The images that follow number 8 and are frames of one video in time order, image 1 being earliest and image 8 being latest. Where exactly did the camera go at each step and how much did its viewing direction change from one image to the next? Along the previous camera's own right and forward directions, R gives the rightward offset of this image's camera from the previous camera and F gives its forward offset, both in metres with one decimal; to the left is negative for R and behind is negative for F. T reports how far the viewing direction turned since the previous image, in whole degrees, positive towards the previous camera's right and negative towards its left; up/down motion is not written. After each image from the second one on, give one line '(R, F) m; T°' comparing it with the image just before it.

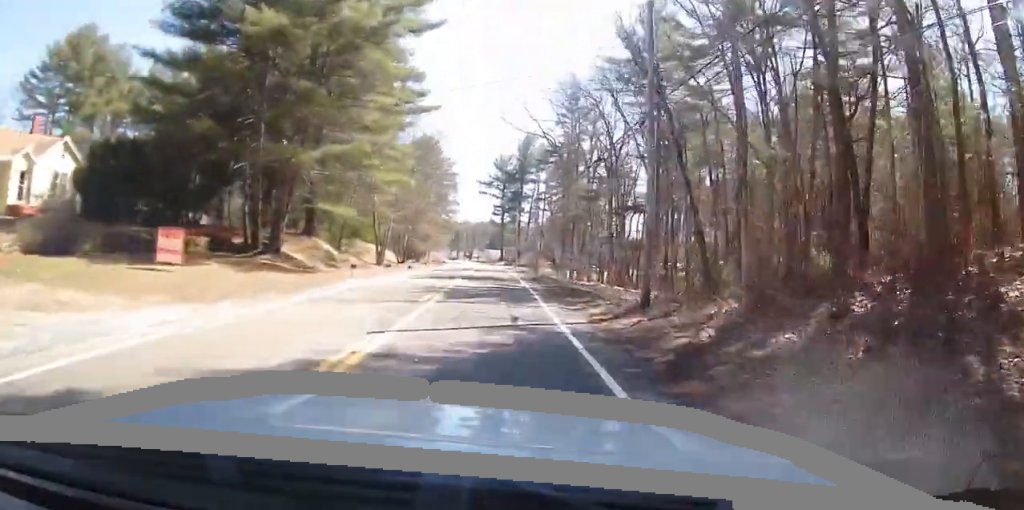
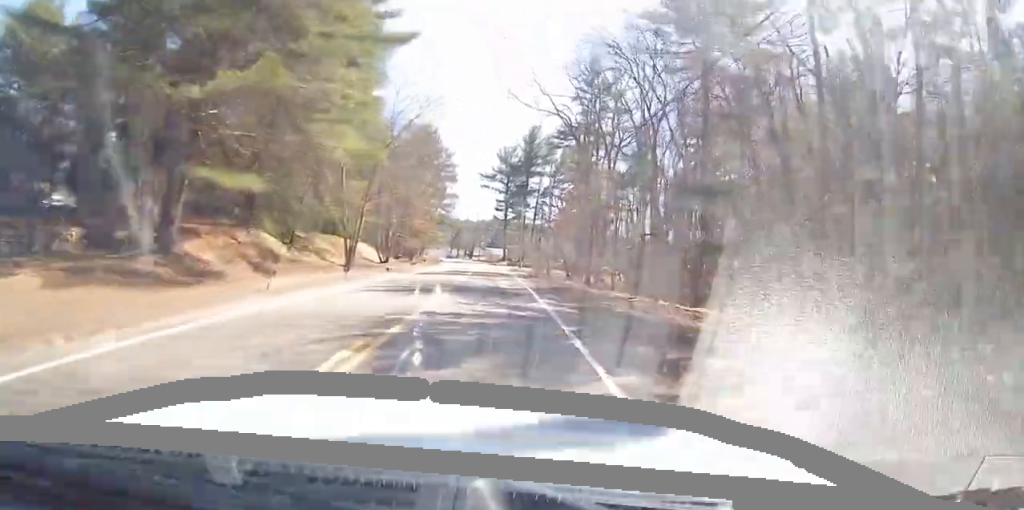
(0.0, +11.3) m; 0°
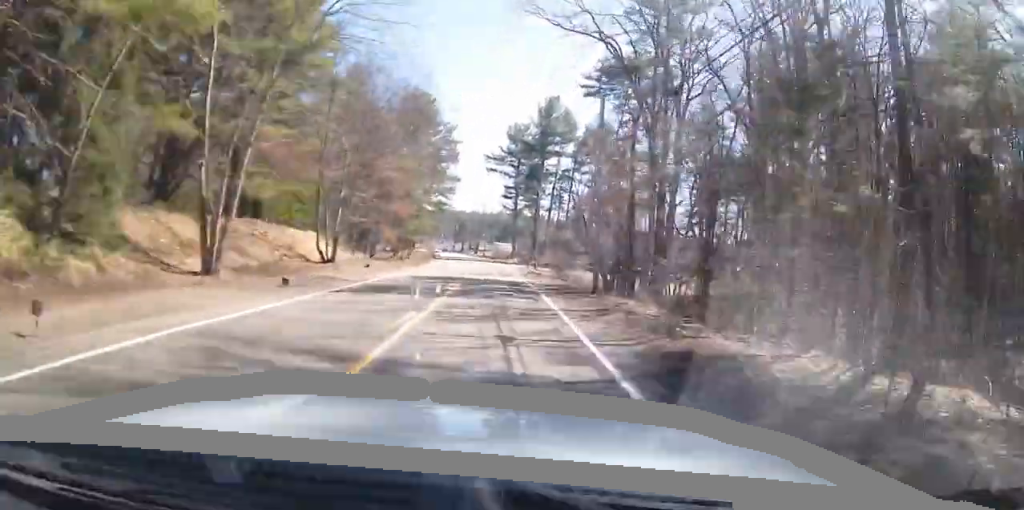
(+0.1, +21.0) m; +2°
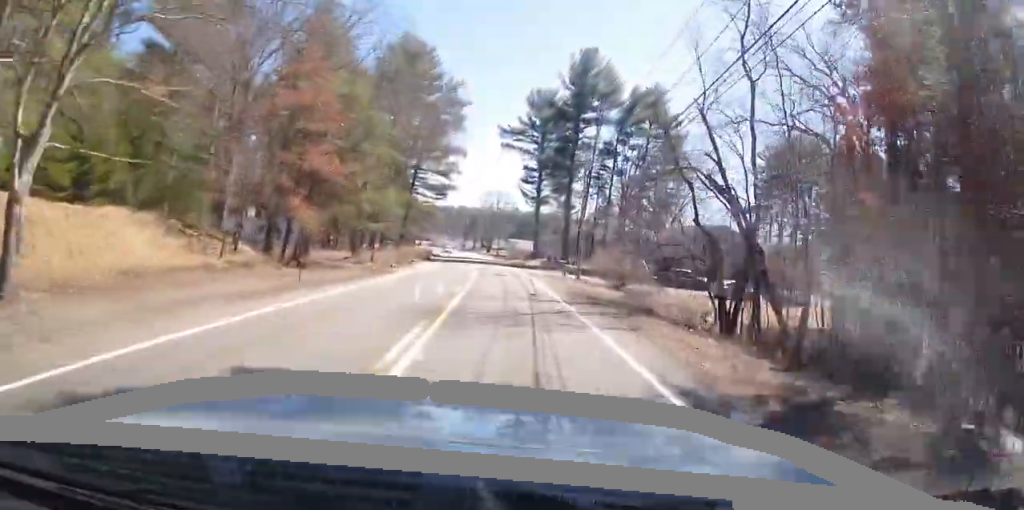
(+0.6, +26.5) m; 0°
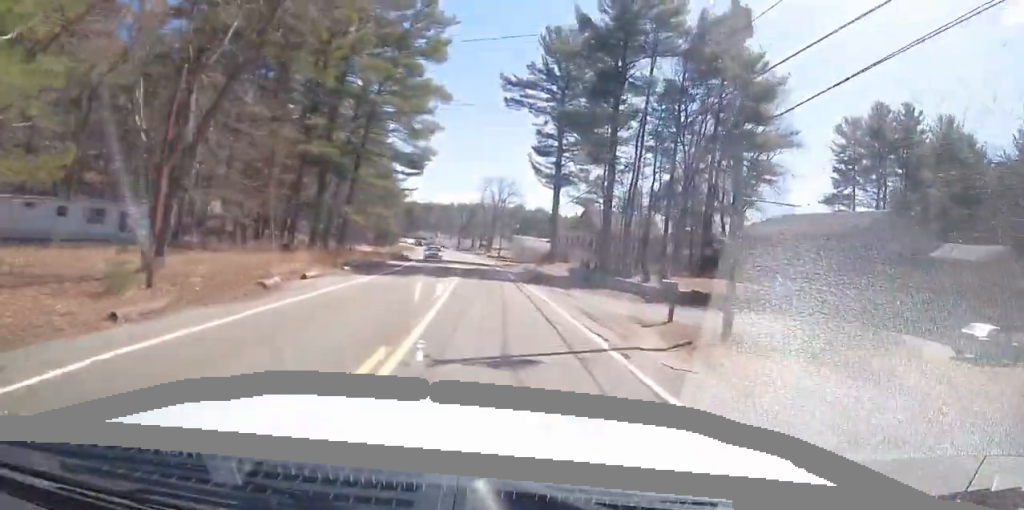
(-0.8, +28.2) m; -3°
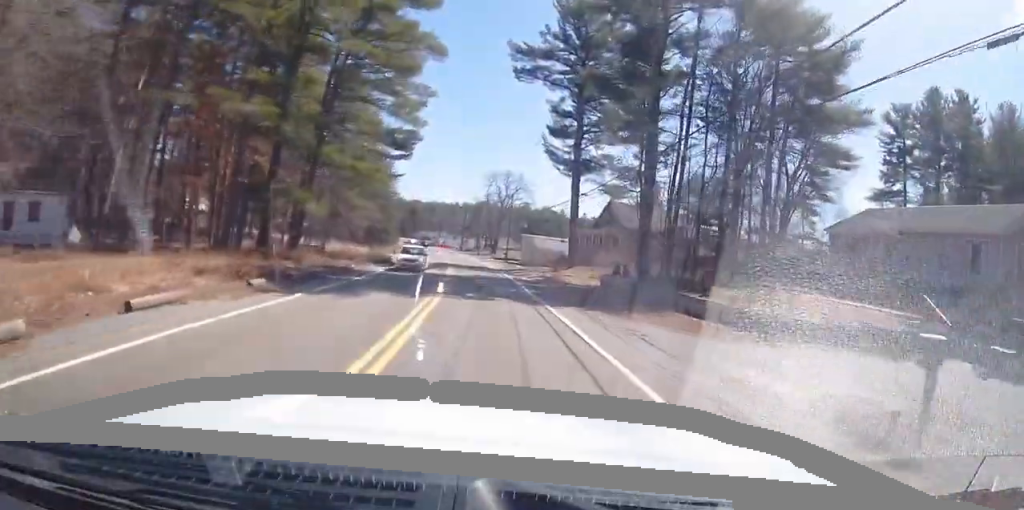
(0.0, +11.4) m; 0°
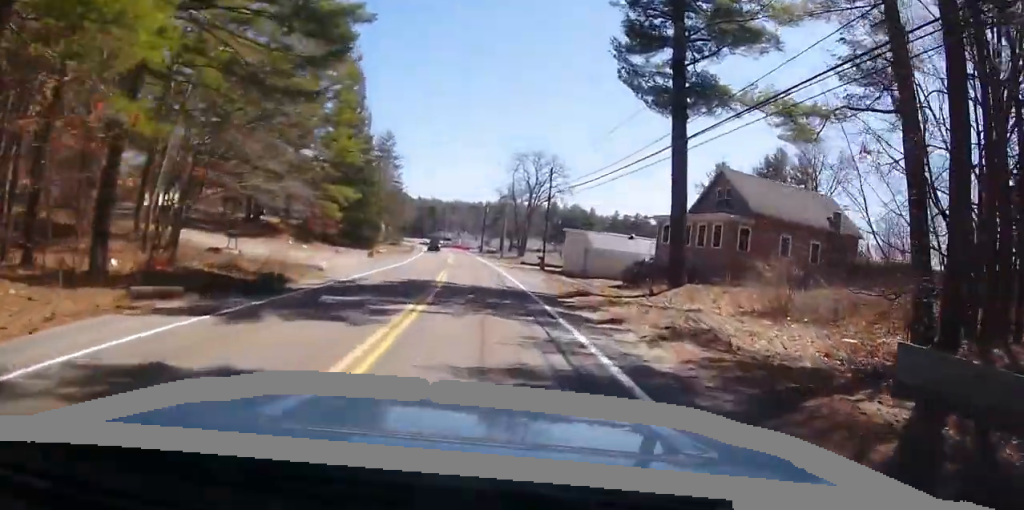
(0.0, +25.9) m; 0°
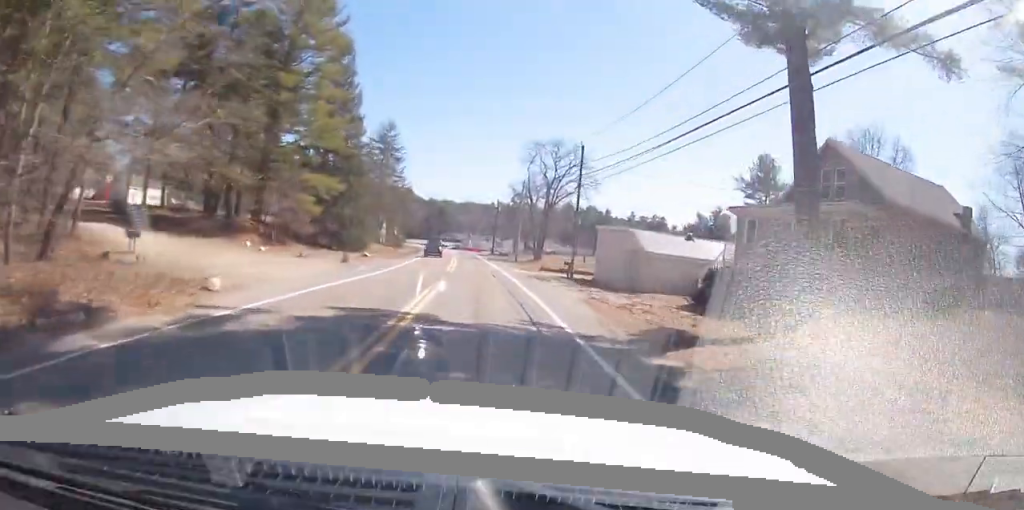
(0.0, +11.3) m; -2°
